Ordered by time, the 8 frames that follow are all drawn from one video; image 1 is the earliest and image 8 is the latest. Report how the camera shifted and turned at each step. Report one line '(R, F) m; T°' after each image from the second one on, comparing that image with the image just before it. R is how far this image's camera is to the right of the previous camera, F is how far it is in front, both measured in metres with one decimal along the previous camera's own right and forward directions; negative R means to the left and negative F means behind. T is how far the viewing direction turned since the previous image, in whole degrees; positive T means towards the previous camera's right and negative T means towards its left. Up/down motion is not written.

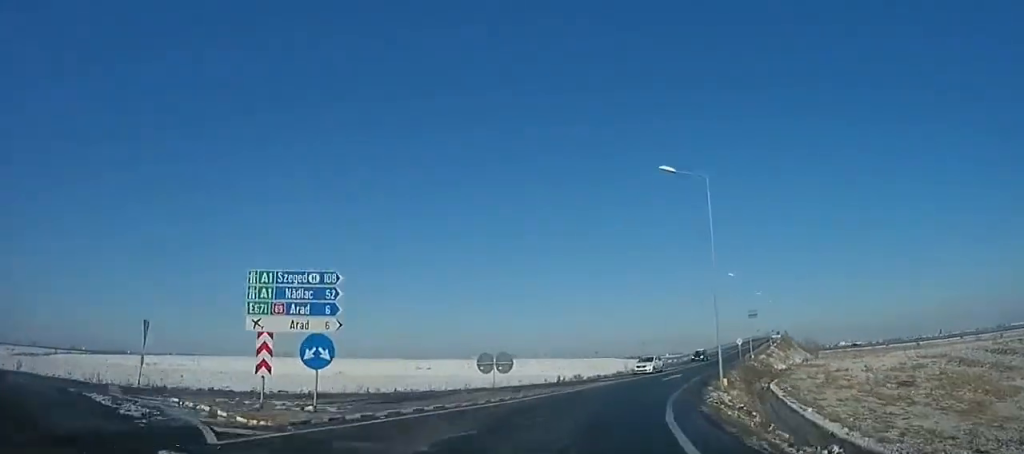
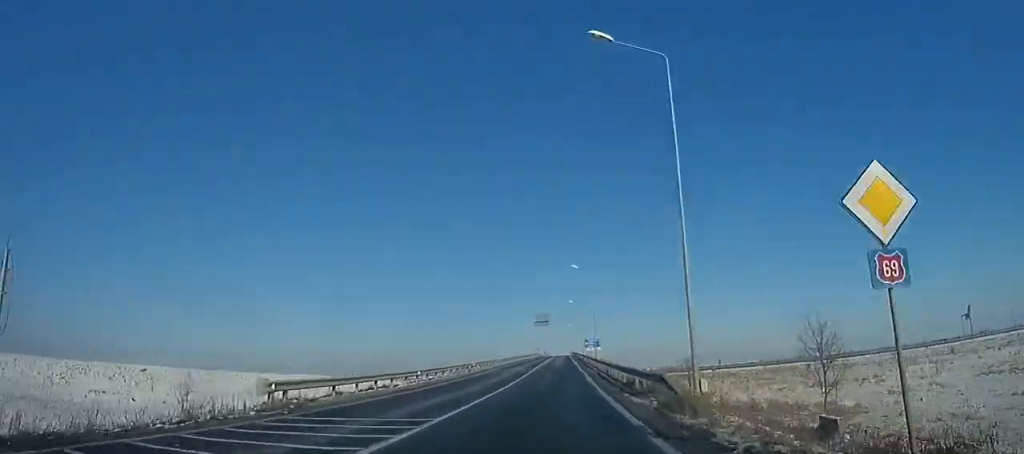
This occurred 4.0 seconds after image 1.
(+5.0, +47.7) m; +12°
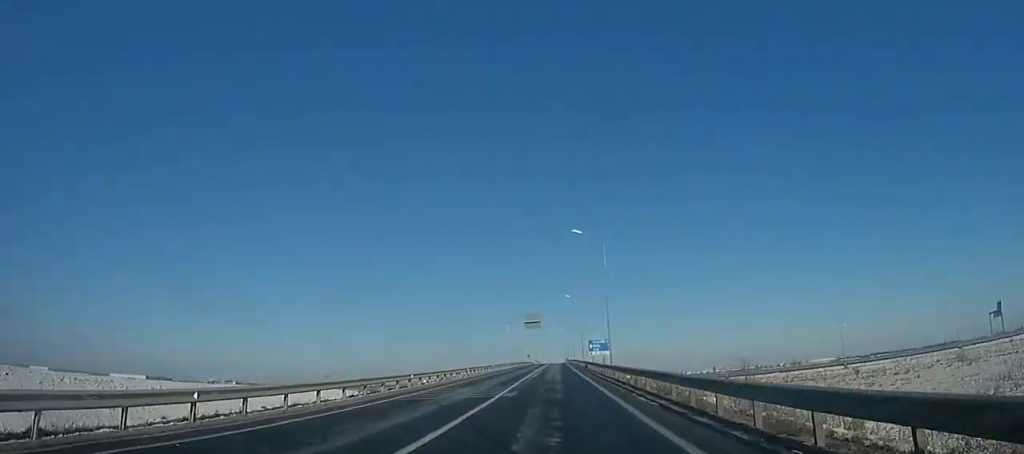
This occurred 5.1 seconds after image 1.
(+0.2, +14.4) m; 0°
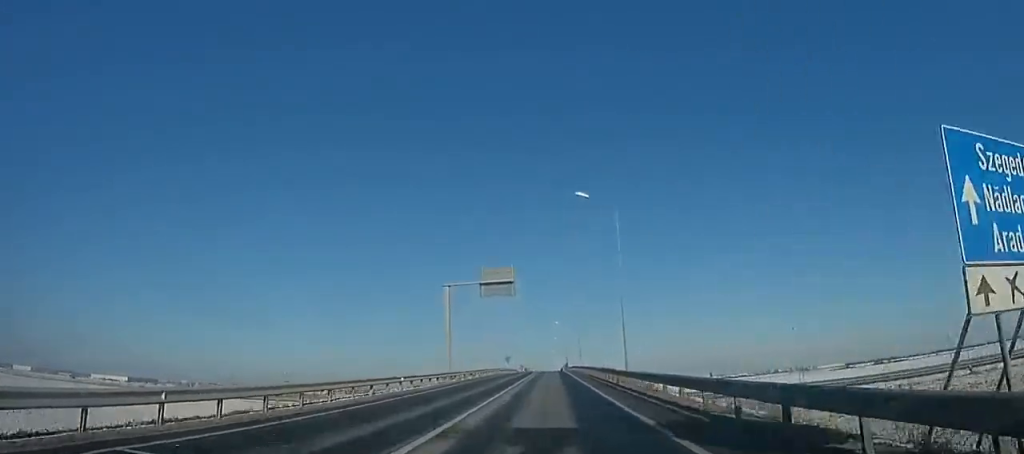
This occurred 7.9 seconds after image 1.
(+0.2, +42.8) m; +1°
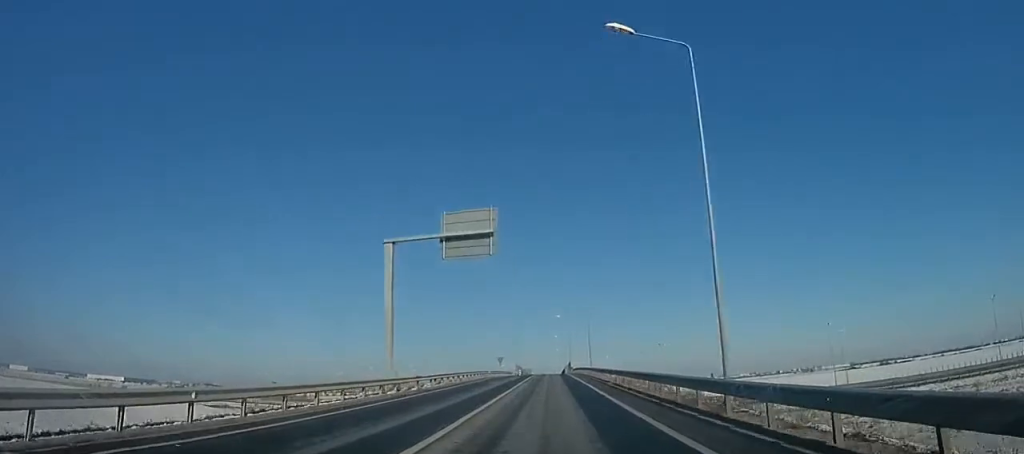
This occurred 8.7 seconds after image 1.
(0.0, +14.4) m; 0°
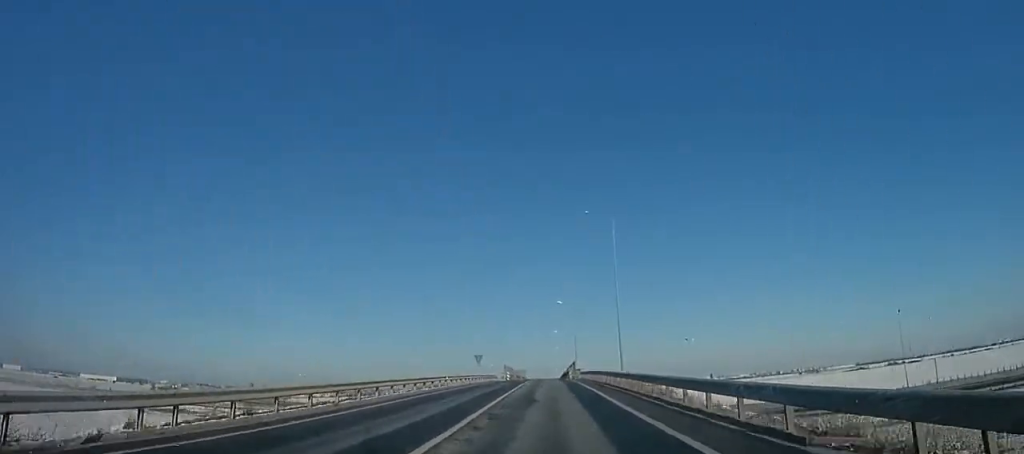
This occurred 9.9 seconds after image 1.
(0.0, +21.1) m; 0°
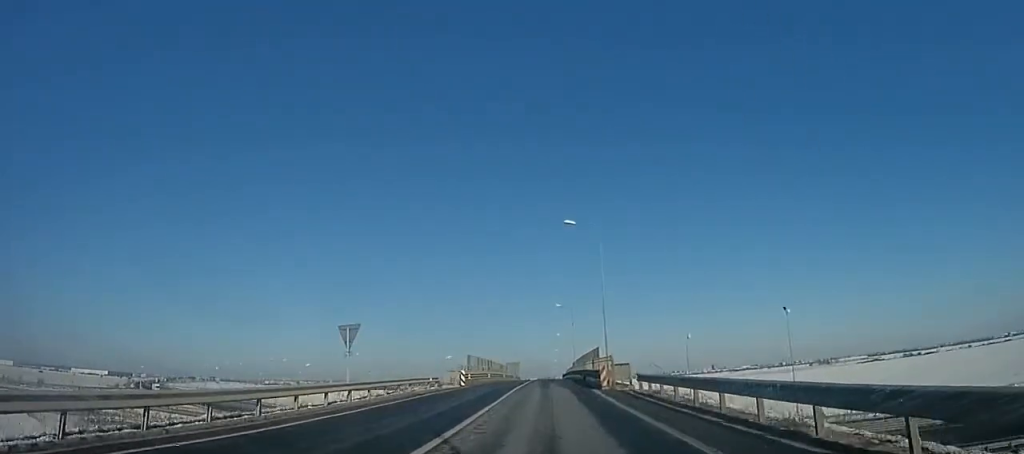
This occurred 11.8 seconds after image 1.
(+0.2, +34.7) m; +1°
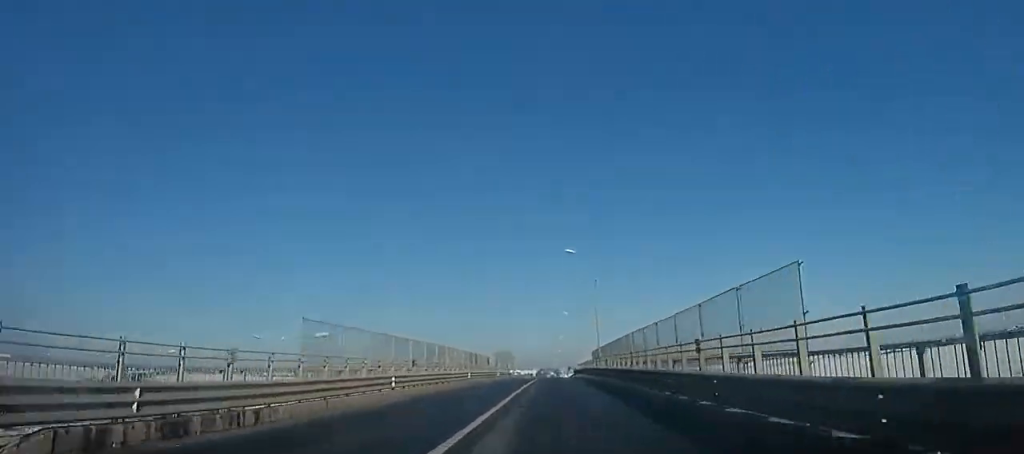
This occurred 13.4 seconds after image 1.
(+0.7, +29.9) m; 0°
